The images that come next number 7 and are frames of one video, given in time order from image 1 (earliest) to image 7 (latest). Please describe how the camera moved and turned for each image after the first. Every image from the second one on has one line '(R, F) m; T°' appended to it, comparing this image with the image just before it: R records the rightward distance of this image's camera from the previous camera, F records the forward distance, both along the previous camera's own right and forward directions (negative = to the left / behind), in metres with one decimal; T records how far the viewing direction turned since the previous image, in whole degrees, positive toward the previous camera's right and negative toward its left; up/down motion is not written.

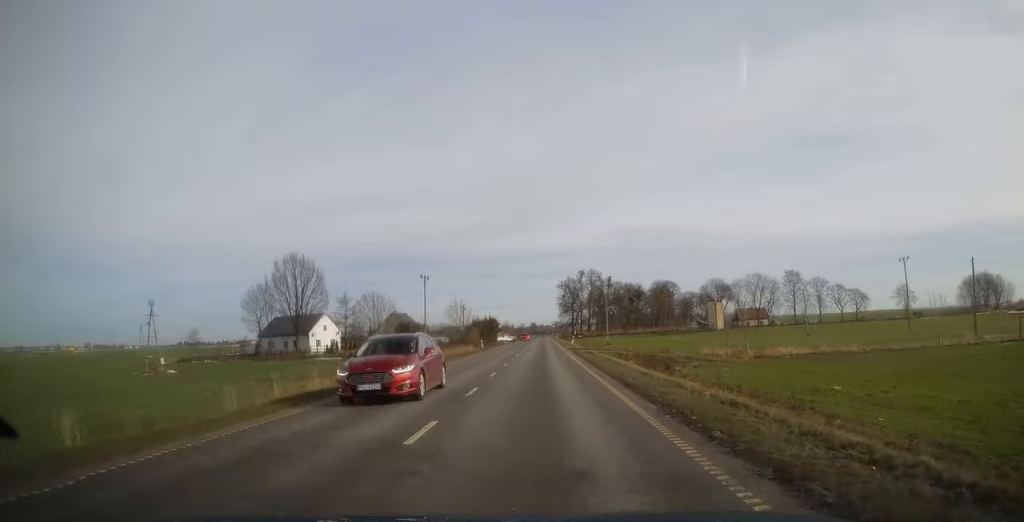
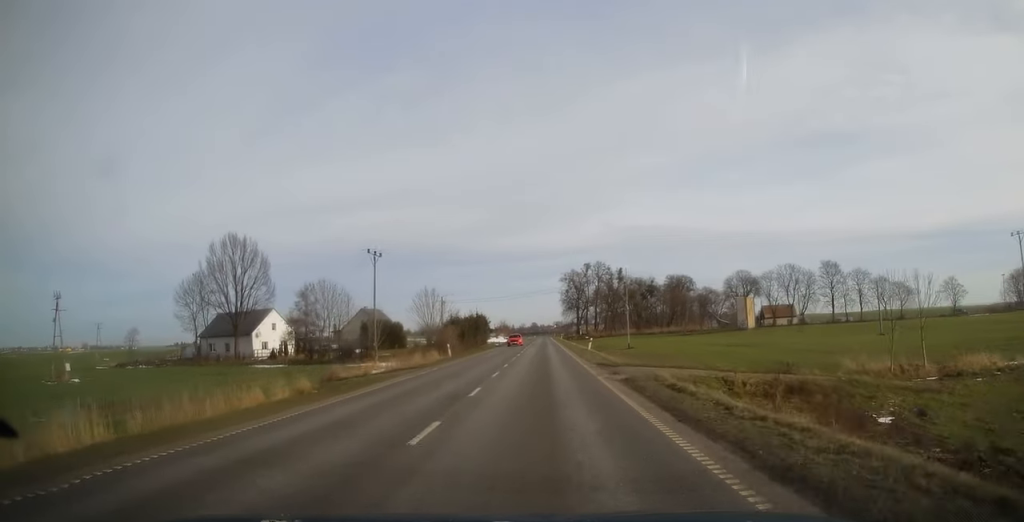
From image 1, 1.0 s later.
(+0.1, +23.2) m; -1°
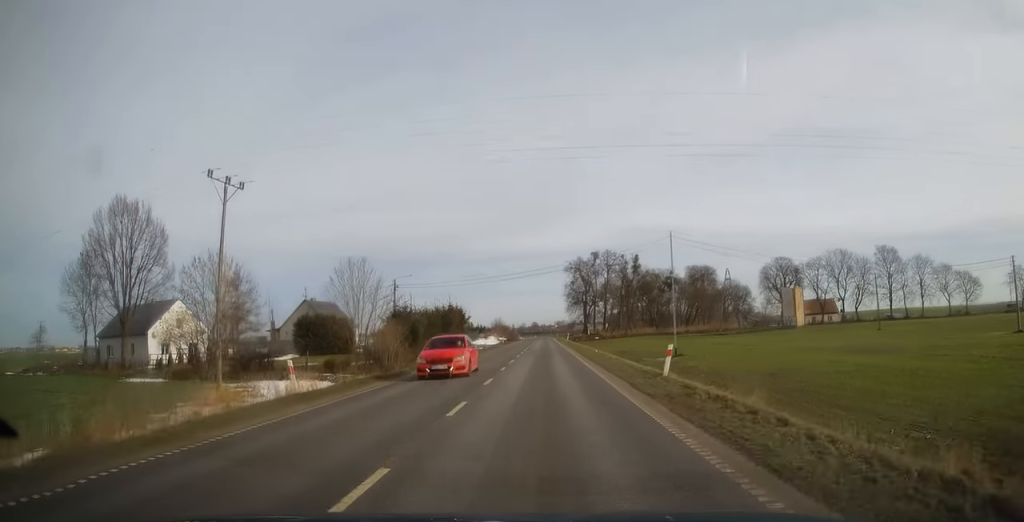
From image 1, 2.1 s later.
(-0.3, +26.6) m; 0°
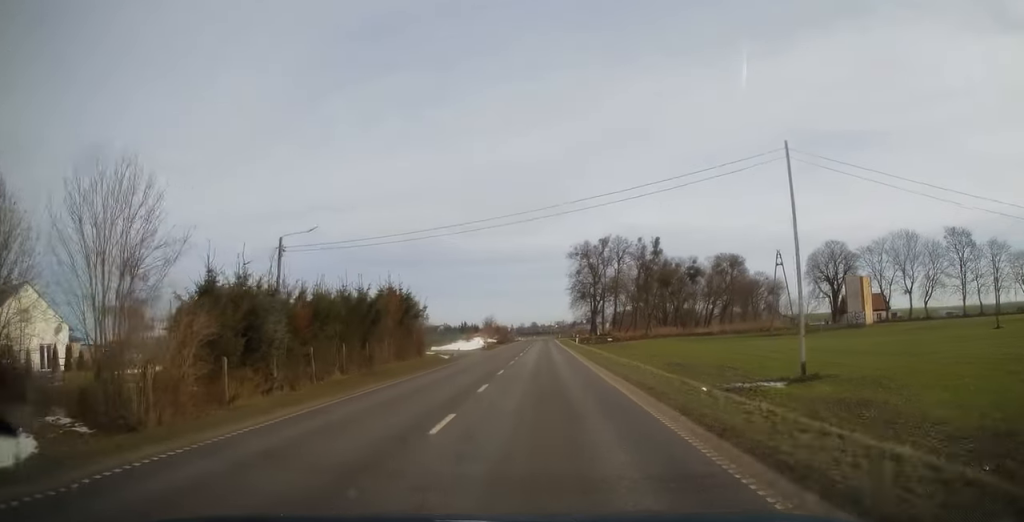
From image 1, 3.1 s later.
(+0.4, +24.9) m; 0°
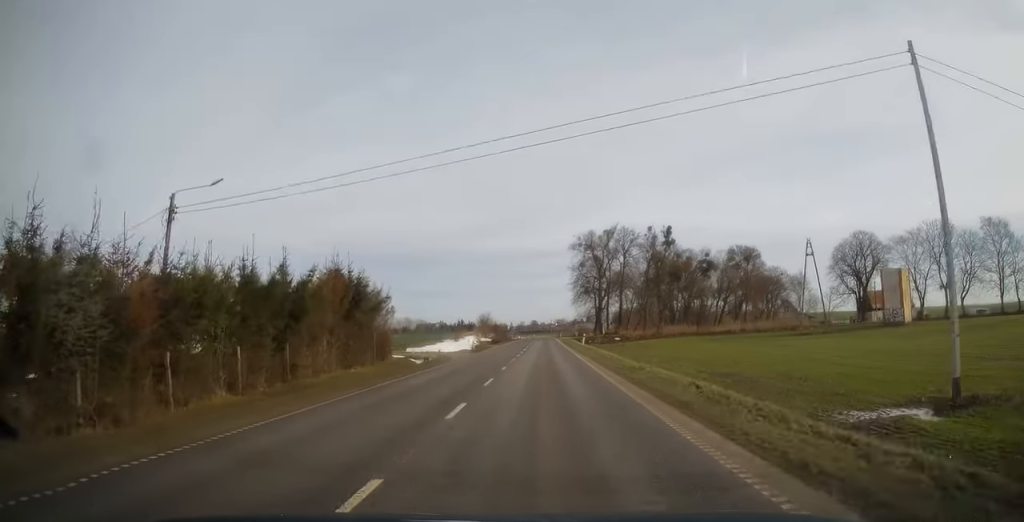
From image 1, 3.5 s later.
(-0.1, +10.3) m; 0°
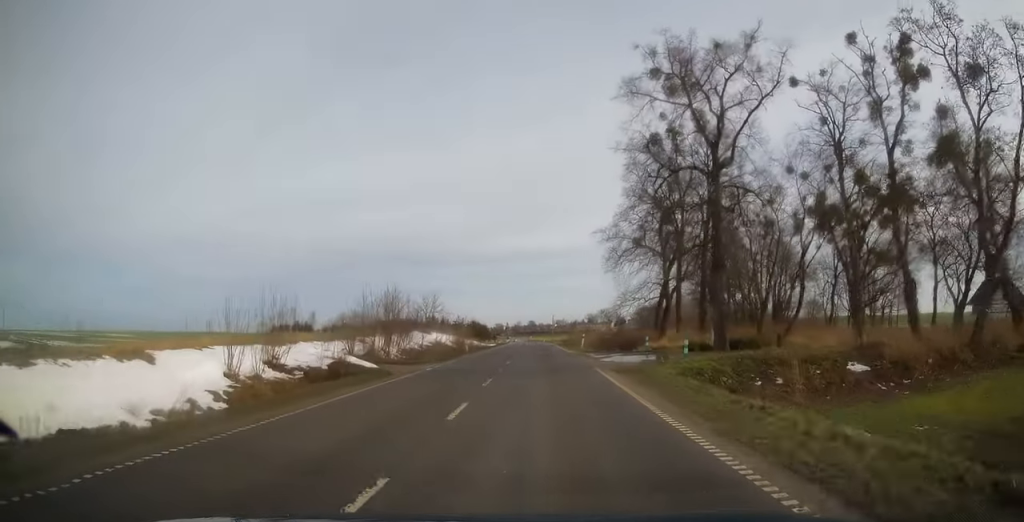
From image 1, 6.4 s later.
(+0.3, +70.6) m; 0°
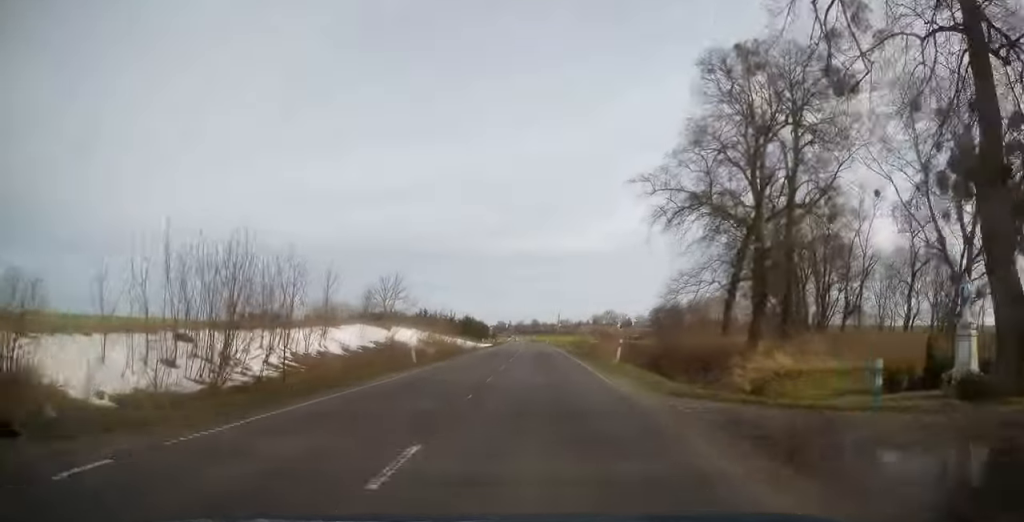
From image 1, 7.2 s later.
(-0.2, +21.9) m; -1°
